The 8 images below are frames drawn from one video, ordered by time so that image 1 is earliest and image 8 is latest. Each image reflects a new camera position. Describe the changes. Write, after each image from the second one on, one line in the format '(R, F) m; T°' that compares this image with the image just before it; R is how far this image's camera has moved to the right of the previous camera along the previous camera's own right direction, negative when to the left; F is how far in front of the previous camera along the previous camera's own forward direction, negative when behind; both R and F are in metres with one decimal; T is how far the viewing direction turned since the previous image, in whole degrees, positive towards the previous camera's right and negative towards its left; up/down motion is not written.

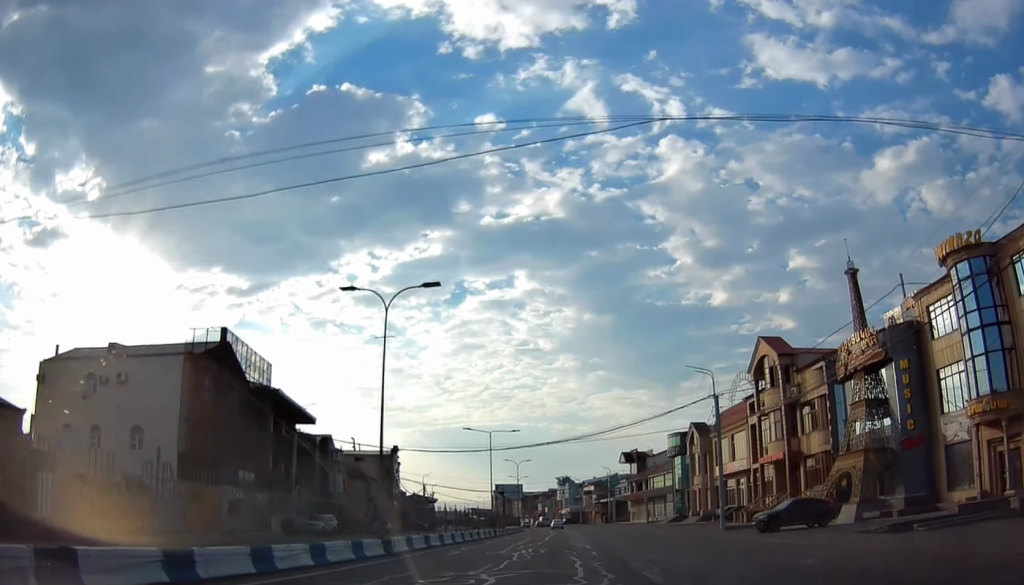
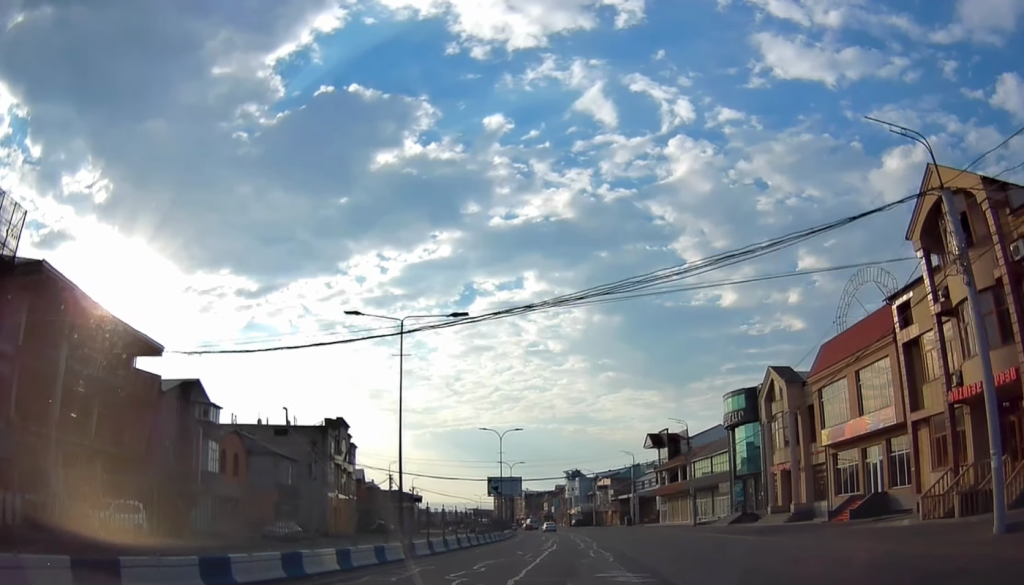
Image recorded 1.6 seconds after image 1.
(-0.9, +30.6) m; -1°
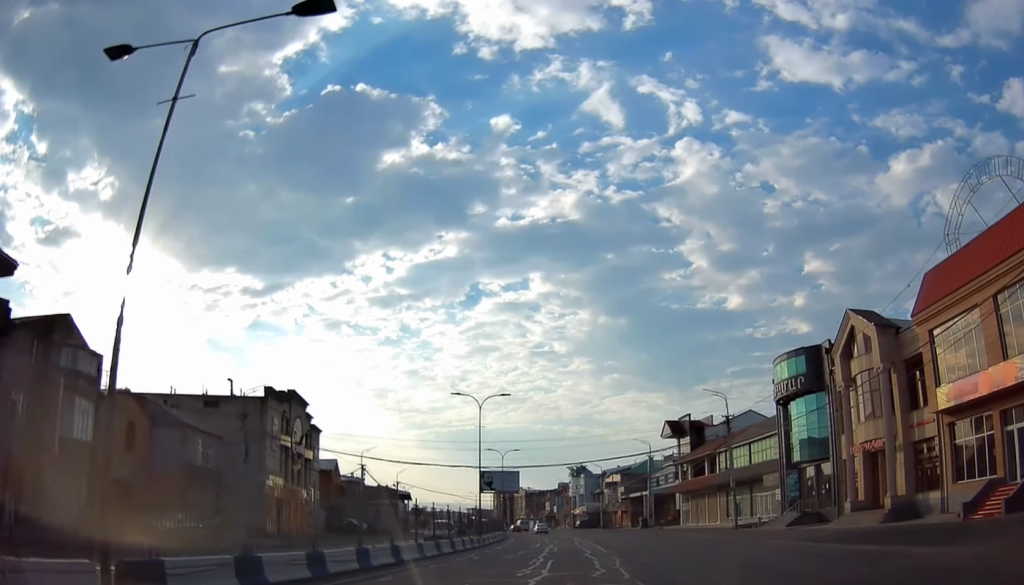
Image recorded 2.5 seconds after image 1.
(+0.6, +15.5) m; 0°
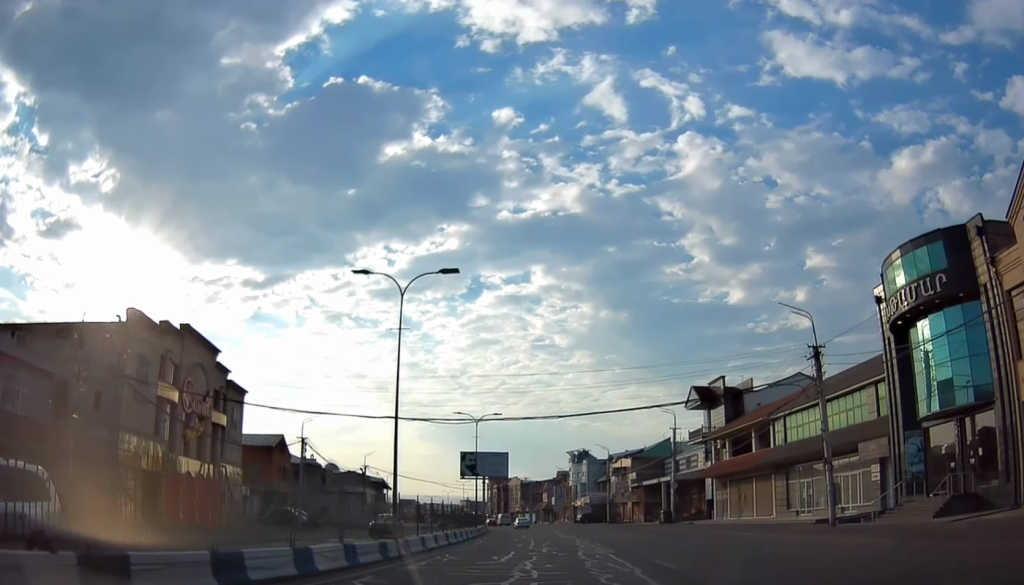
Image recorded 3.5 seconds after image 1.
(-0.4, +19.6) m; -3°
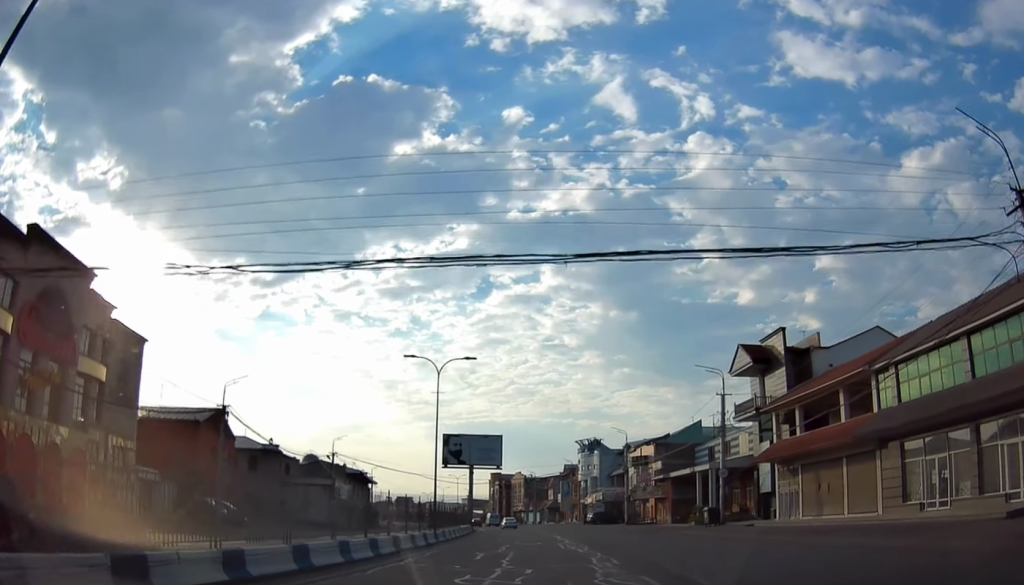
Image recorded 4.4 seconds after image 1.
(-0.5, +17.6) m; -1°
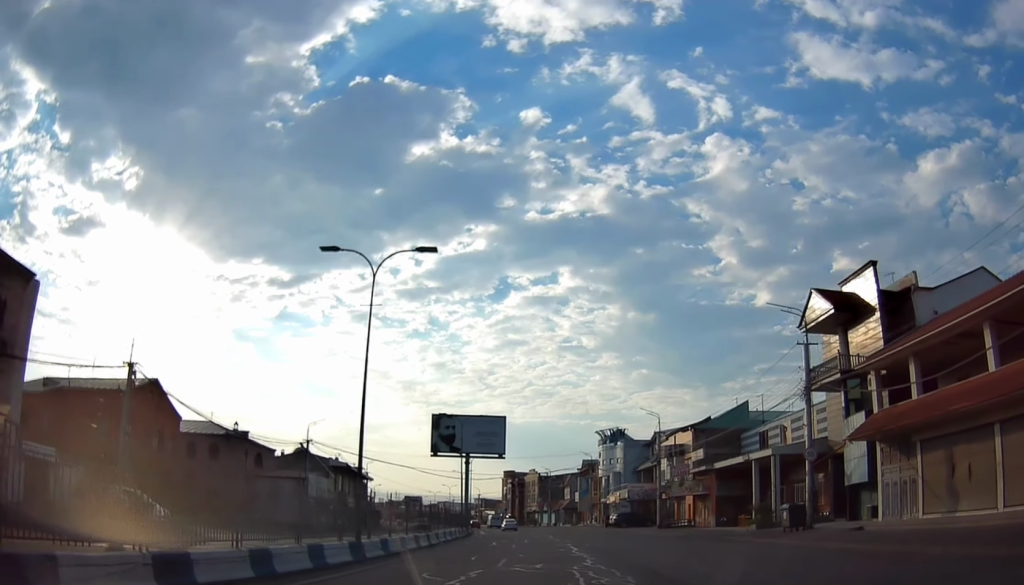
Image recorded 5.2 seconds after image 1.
(+0.1, +13.8) m; 0°
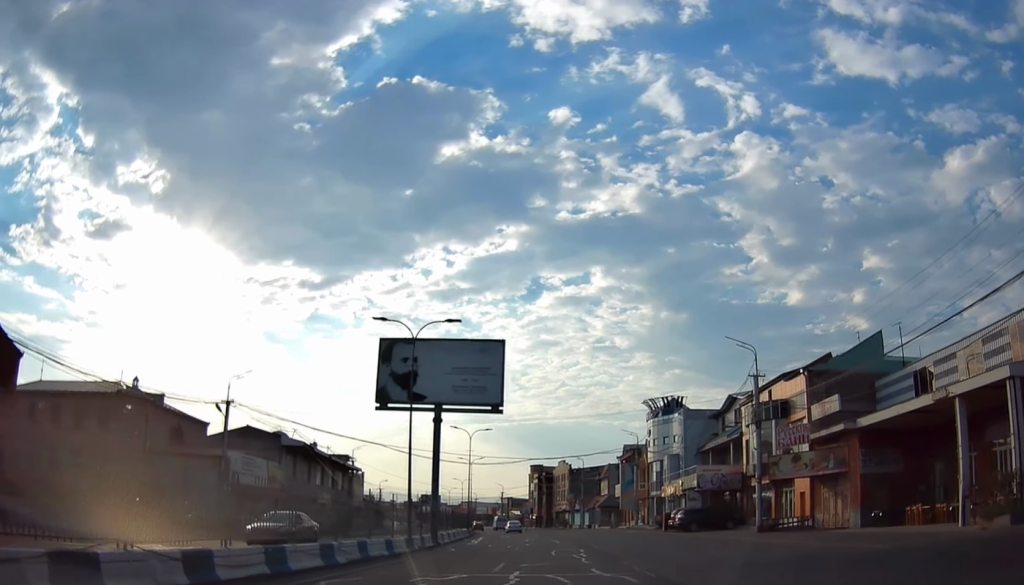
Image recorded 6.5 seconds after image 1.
(0.0, +24.4) m; -3°
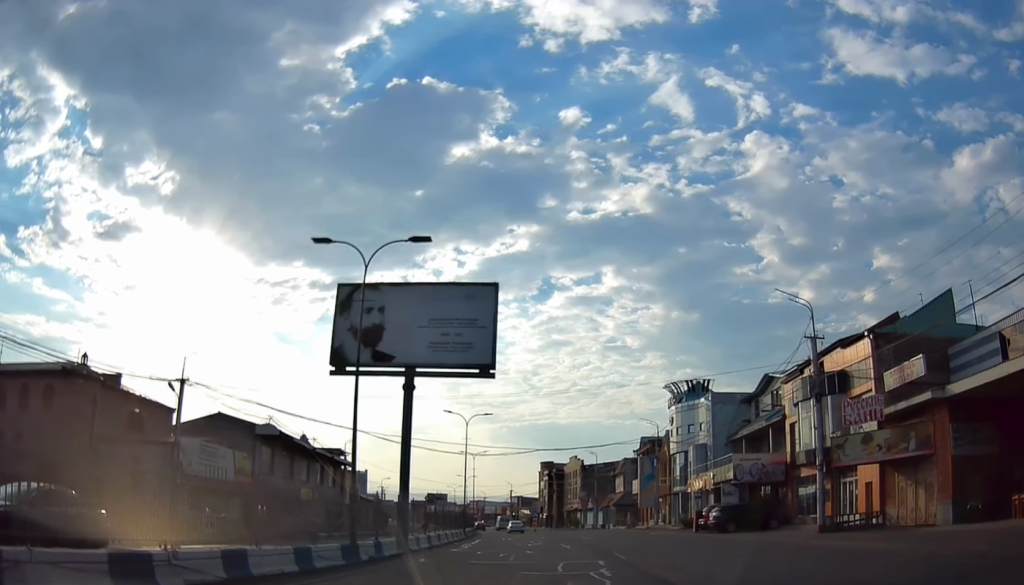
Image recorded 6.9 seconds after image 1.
(-0.1, +8.1) m; -2°
